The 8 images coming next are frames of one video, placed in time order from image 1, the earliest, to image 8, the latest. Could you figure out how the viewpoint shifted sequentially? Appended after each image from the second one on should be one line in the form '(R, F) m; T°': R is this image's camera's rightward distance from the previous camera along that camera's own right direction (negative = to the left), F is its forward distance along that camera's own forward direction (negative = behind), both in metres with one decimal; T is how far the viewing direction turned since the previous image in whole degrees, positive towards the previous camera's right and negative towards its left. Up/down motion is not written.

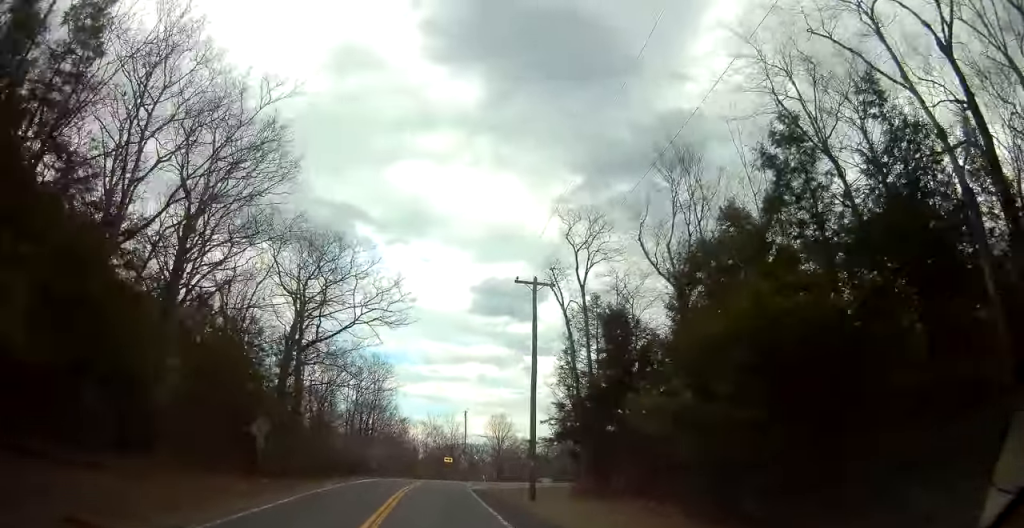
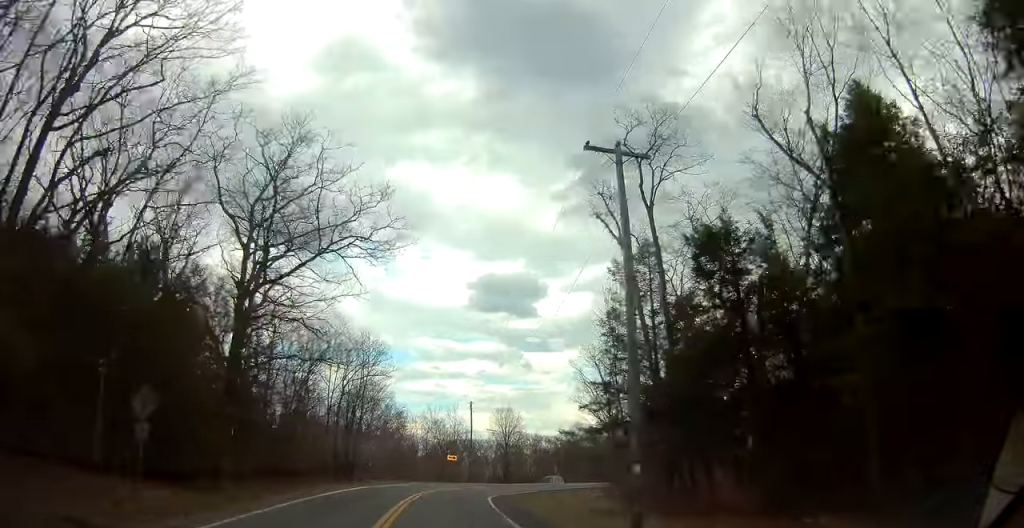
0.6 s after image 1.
(-0.3, +11.4) m; 0°
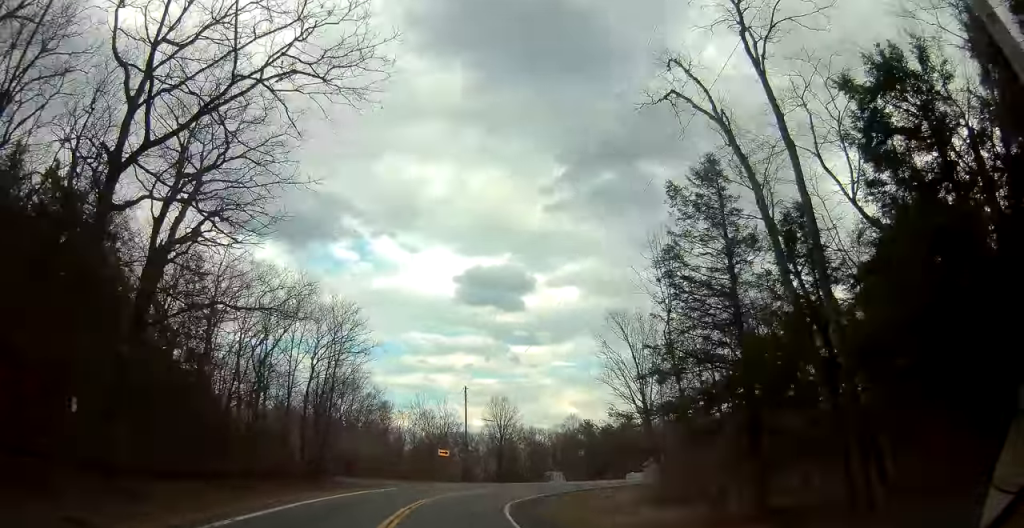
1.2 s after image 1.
(+0.2, +10.3) m; +2°
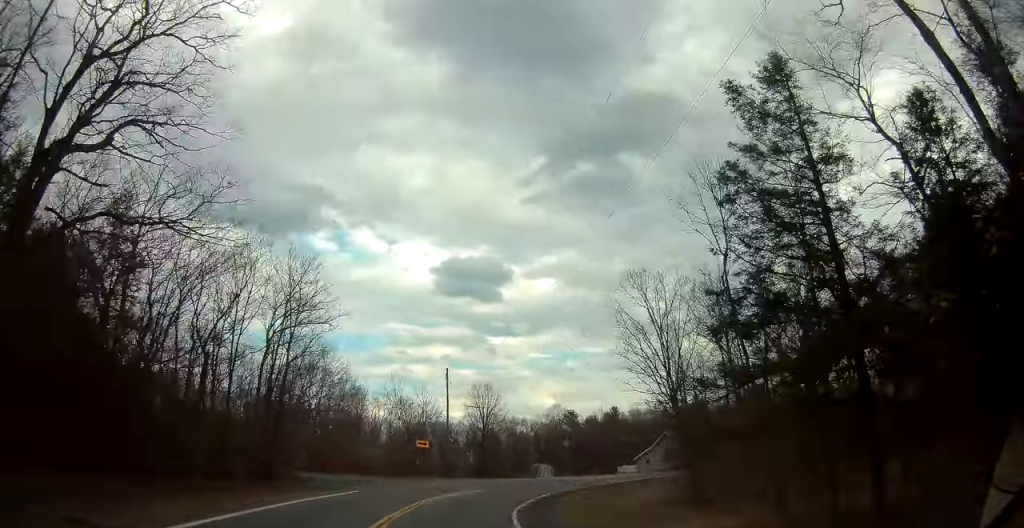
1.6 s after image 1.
(-0.1, +7.8) m; +2°
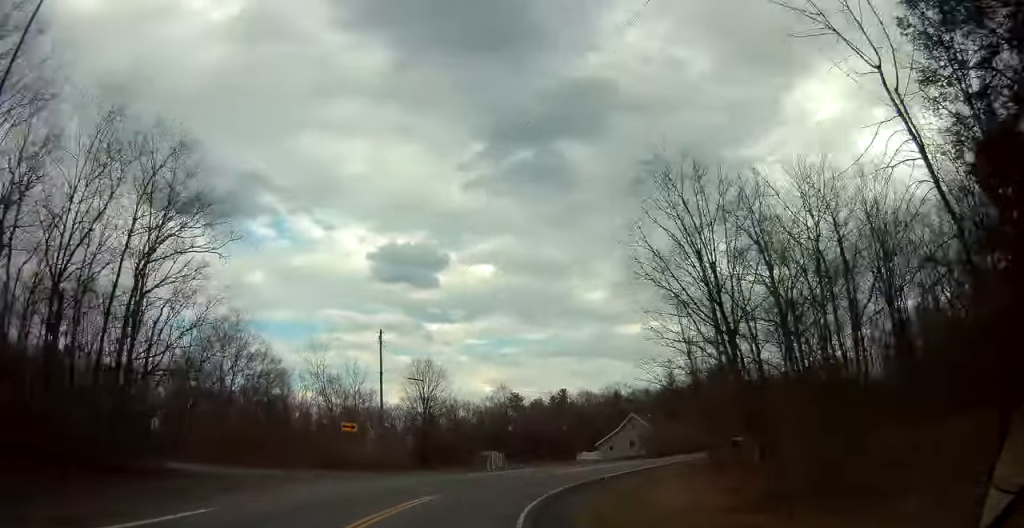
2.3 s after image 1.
(+0.7, +12.2) m; +6°
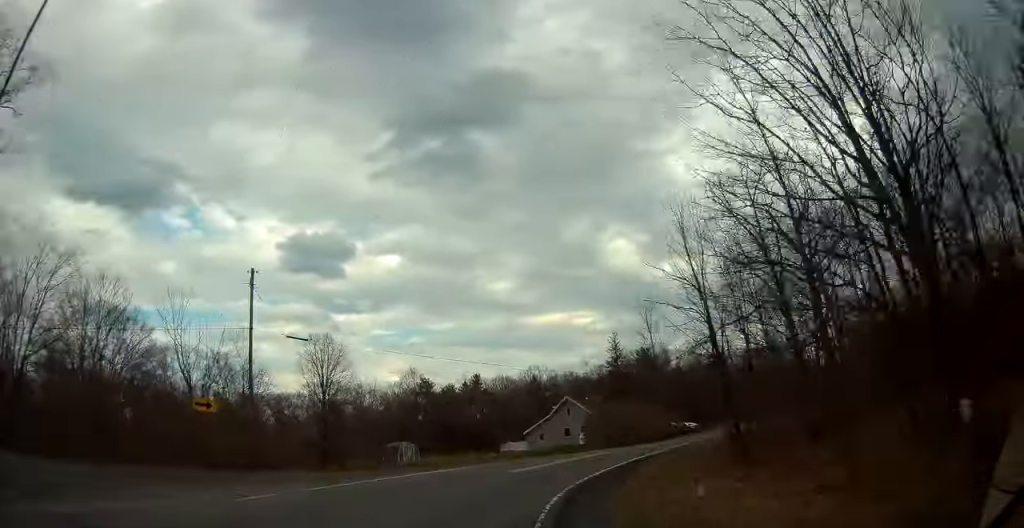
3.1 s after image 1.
(+0.8, +13.1) m; +8°
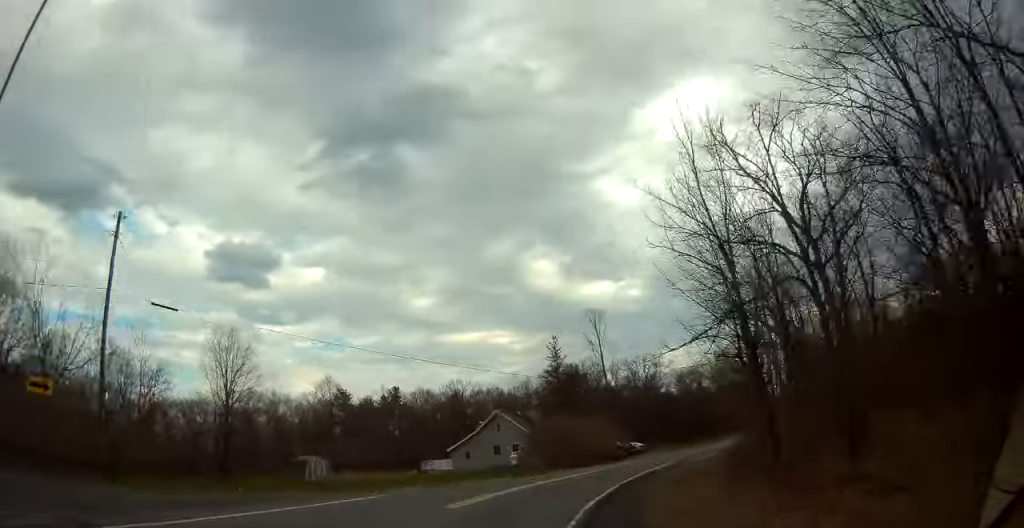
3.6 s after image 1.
(0.0, +8.5) m; +6°
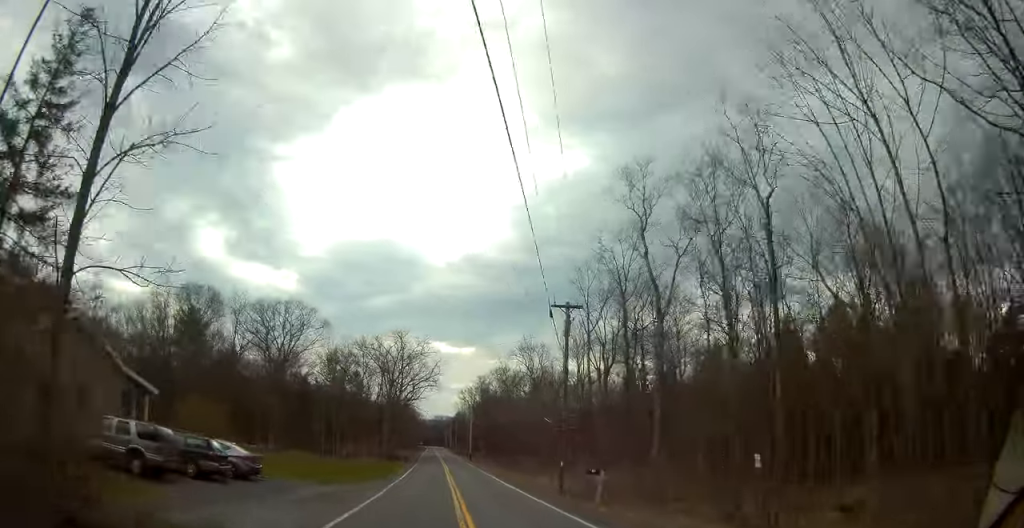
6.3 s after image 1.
(+14.5, +39.8) m; +34°
